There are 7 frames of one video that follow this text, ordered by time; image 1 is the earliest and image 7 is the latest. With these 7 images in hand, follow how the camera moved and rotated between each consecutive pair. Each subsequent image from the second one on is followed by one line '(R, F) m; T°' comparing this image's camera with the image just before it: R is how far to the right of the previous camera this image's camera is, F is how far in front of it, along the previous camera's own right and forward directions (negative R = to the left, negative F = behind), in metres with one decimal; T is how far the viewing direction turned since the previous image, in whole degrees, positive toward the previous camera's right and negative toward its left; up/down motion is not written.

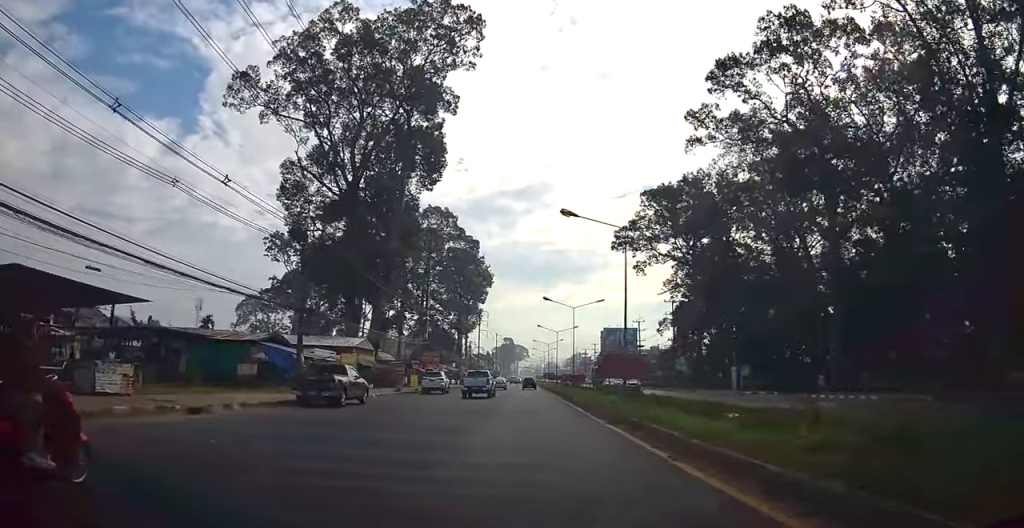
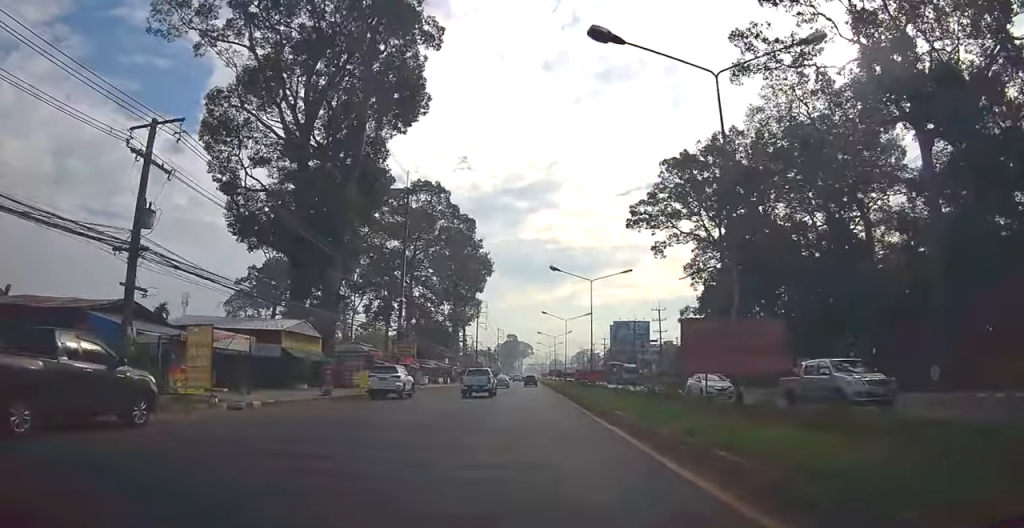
(+0.1, +15.3) m; 0°
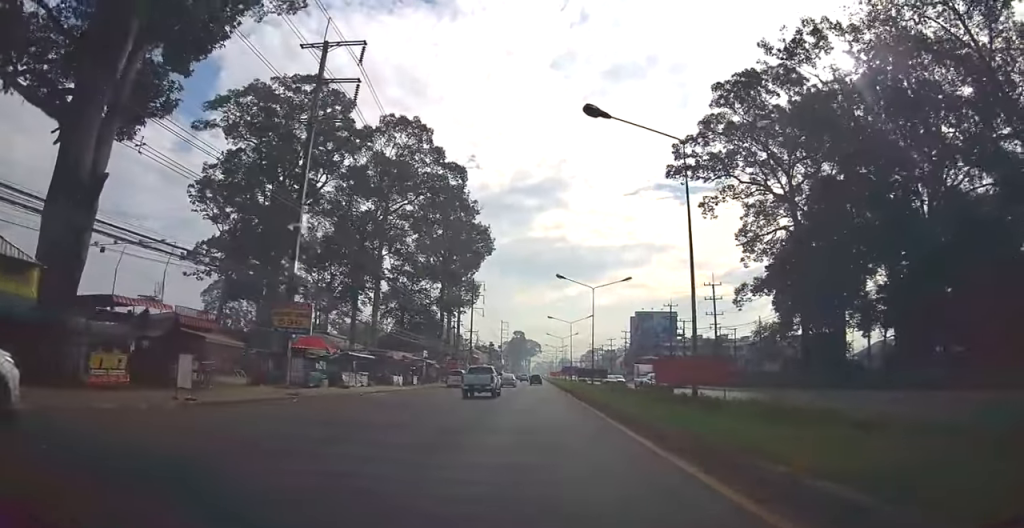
(-0.1, +26.3) m; -1°
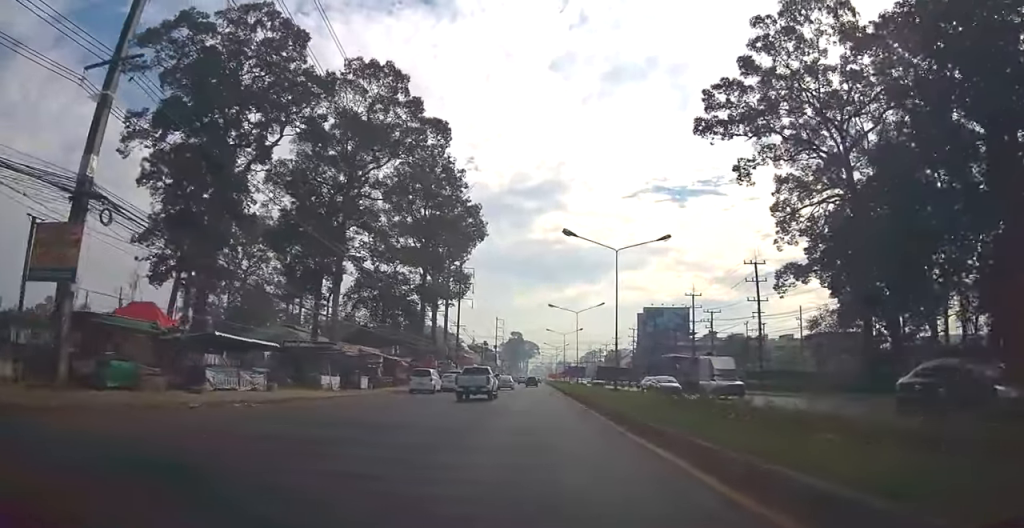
(-0.1, +15.0) m; 0°
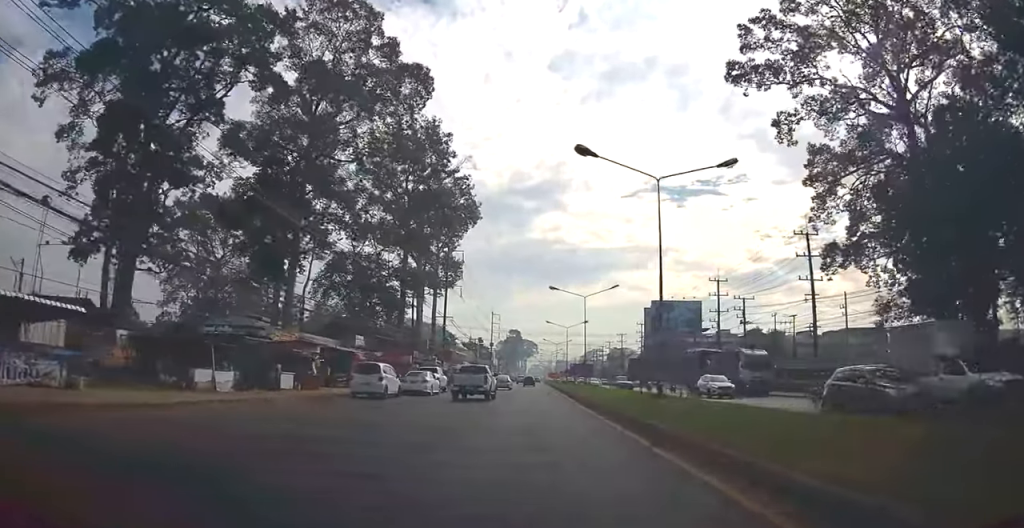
(+0.1, +11.9) m; +1°
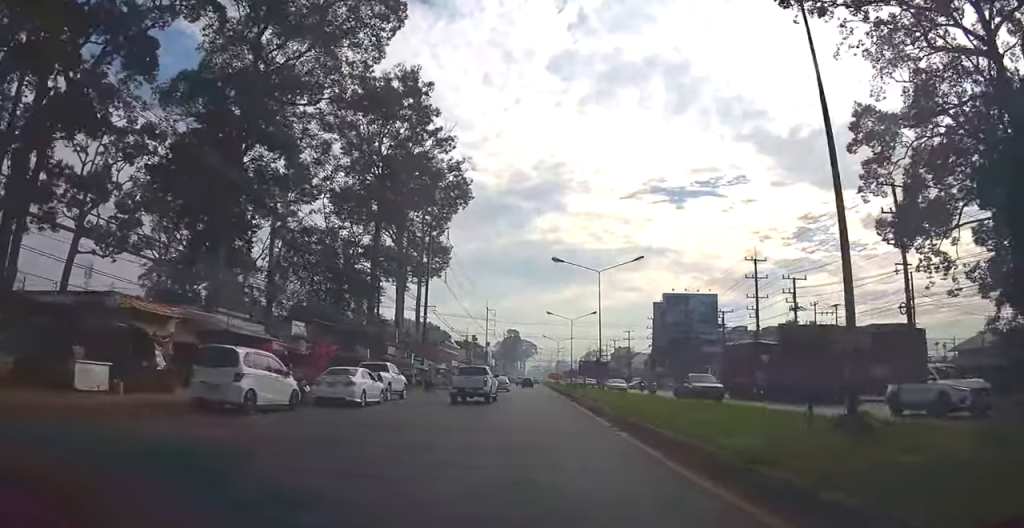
(+0.1, +12.6) m; 0°
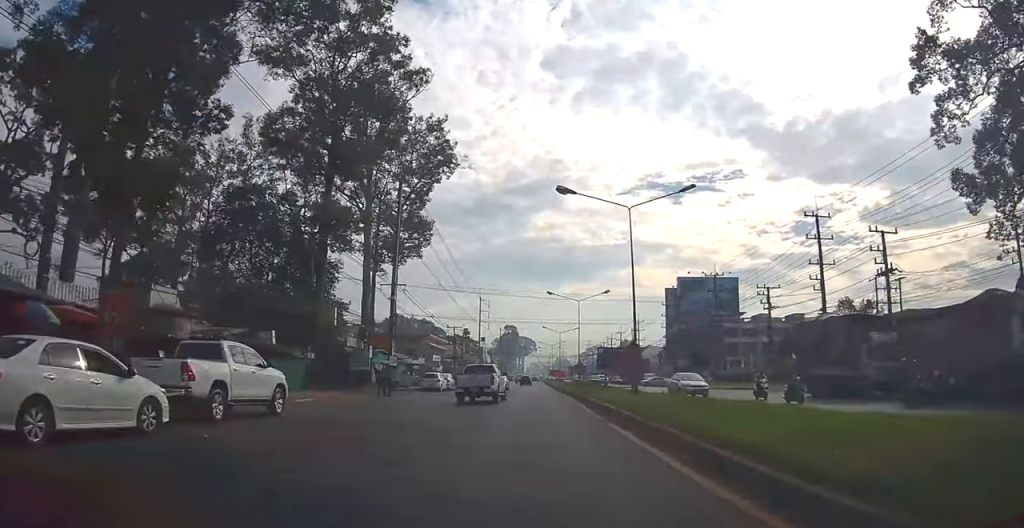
(-0.2, +13.8) m; -2°
